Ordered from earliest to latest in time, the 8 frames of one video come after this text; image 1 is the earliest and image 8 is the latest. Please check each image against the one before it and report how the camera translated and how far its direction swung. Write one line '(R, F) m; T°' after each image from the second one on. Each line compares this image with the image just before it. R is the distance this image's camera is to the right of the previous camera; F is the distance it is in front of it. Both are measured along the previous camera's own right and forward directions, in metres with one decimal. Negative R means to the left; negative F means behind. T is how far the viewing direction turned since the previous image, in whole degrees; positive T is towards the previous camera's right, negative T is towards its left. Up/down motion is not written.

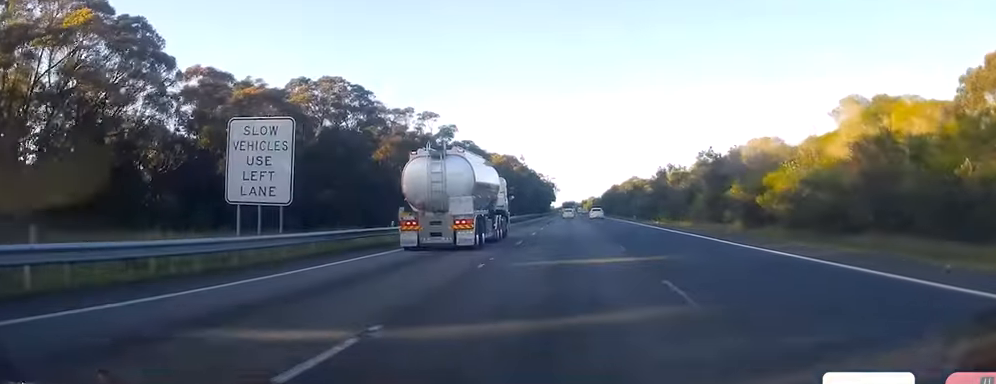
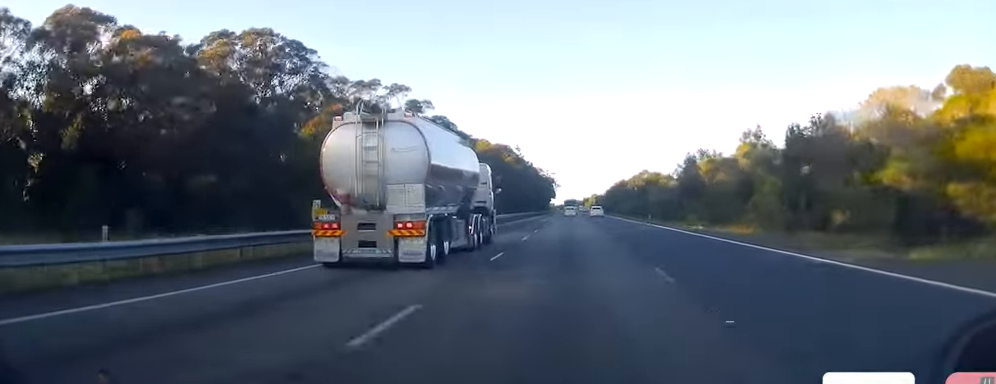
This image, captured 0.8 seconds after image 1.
(0.0, +22.0) m; 0°
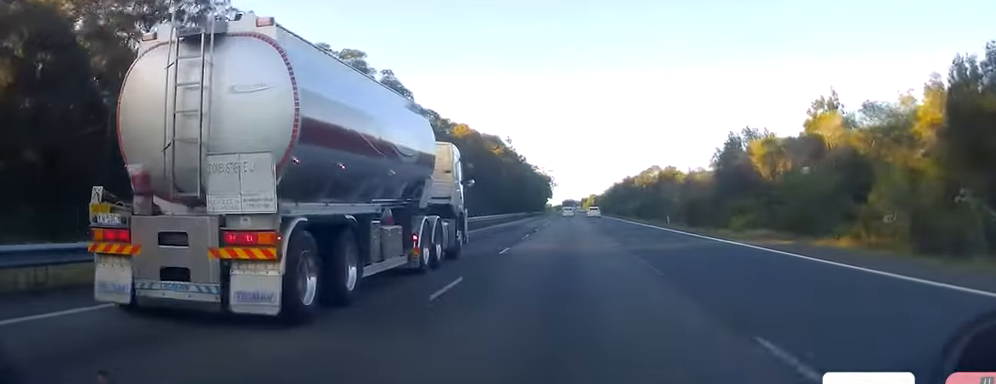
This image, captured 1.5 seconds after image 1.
(+0.1, +20.2) m; +1°
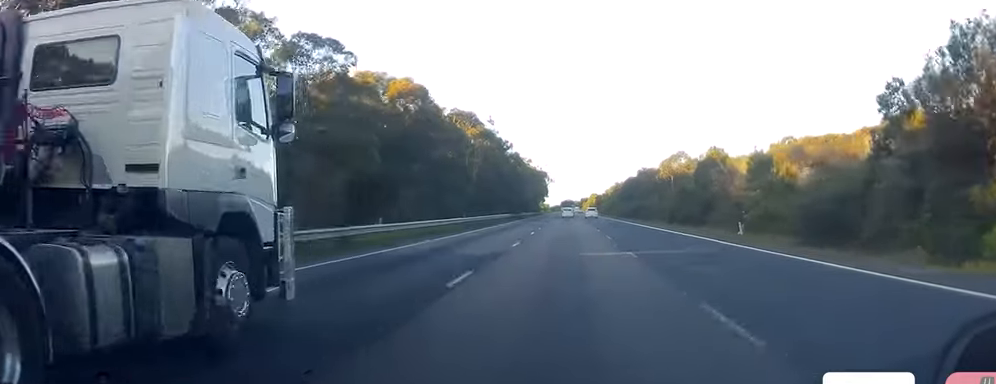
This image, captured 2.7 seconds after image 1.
(+0.2, +33.0) m; 0°
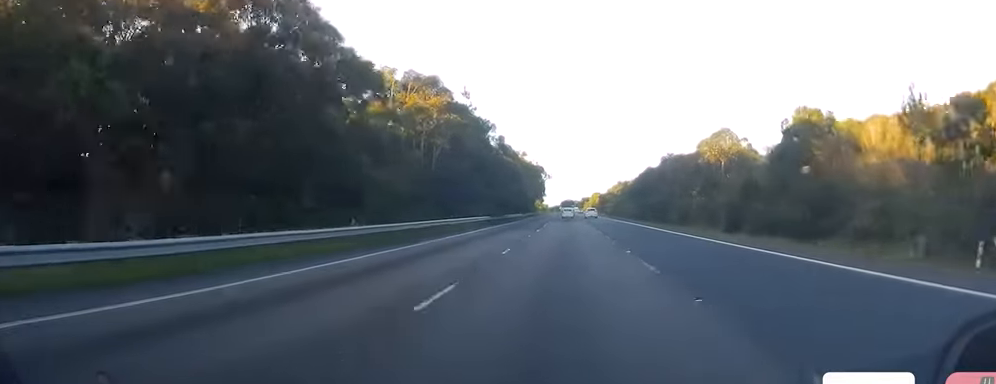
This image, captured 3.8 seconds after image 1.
(-0.2, +28.3) m; -1°
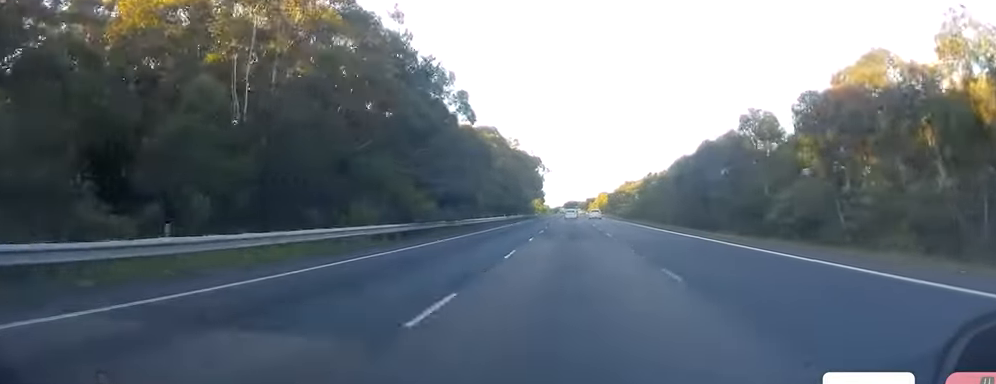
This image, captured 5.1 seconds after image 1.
(-0.1, +37.5) m; +1°
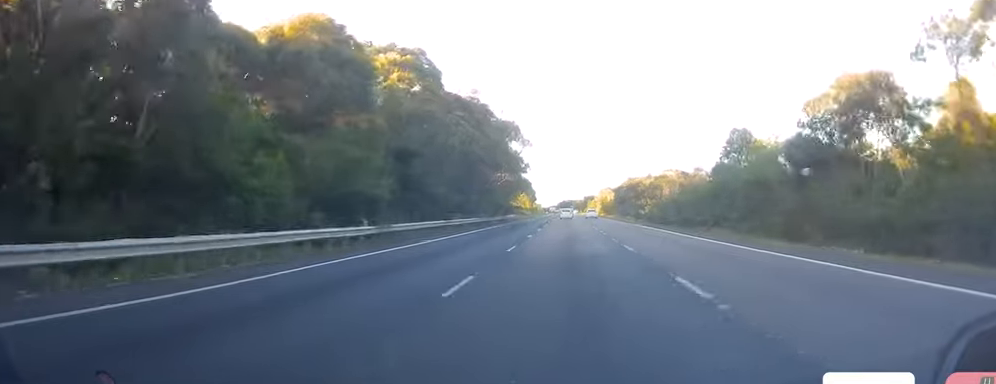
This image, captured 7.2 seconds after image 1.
(-0.6, +57.2) m; -1°
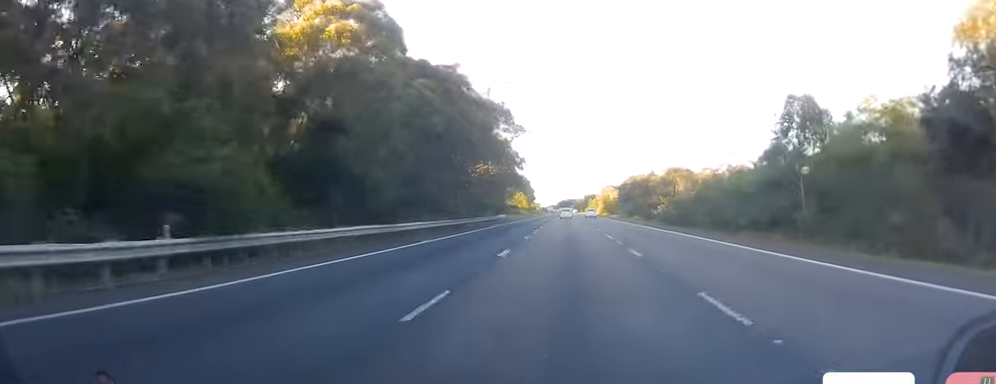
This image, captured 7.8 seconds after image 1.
(+0.4, +14.5) m; 0°
